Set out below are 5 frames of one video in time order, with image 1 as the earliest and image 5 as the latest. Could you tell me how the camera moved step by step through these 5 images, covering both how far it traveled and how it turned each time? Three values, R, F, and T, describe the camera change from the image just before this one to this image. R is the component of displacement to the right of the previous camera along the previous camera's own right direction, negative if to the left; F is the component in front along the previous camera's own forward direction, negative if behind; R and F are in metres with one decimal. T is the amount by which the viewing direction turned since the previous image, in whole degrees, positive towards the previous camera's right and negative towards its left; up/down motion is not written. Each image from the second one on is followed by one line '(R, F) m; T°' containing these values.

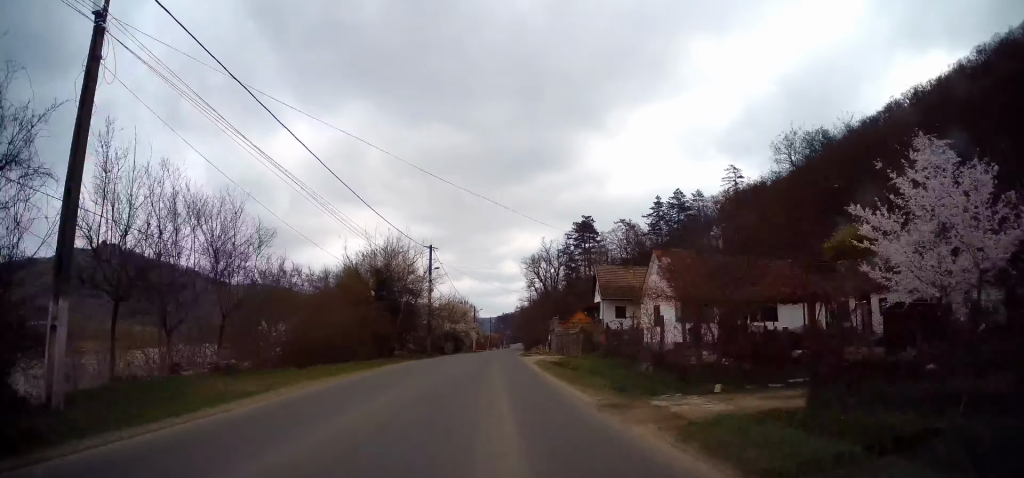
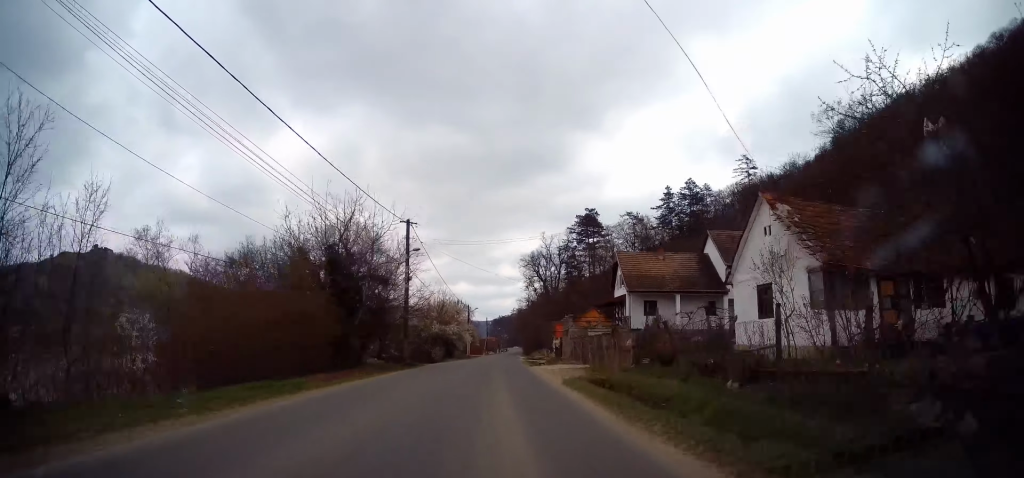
(0.0, +11.4) m; 0°
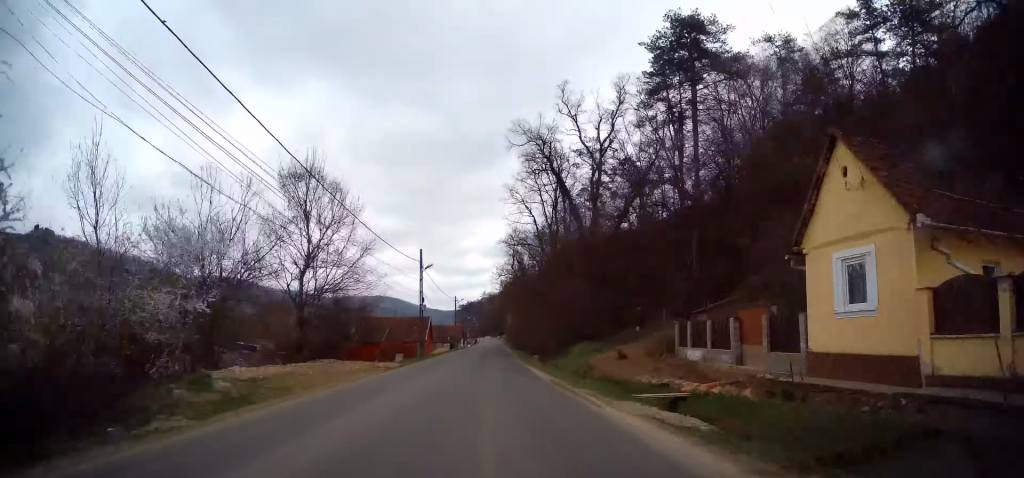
(+1.6, +79.9) m; +2°
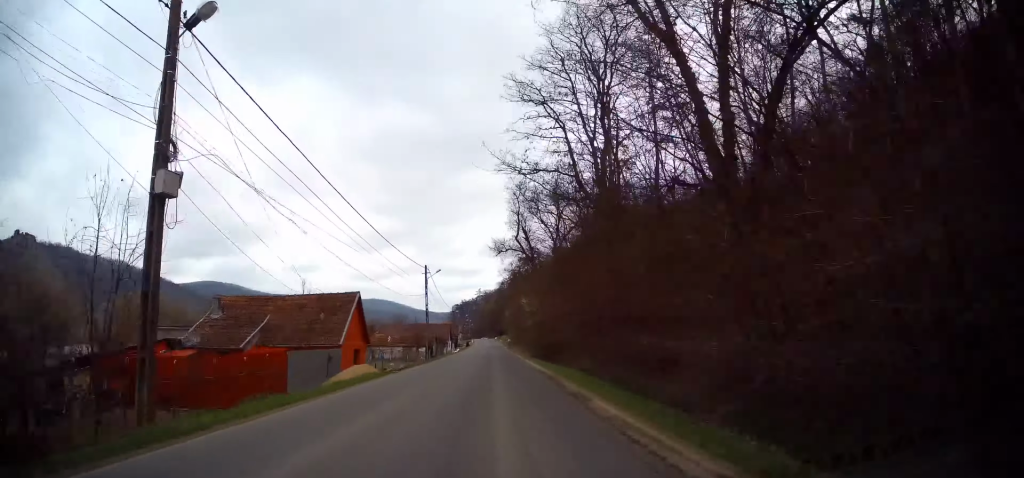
(+0.8, +34.9) m; +3°
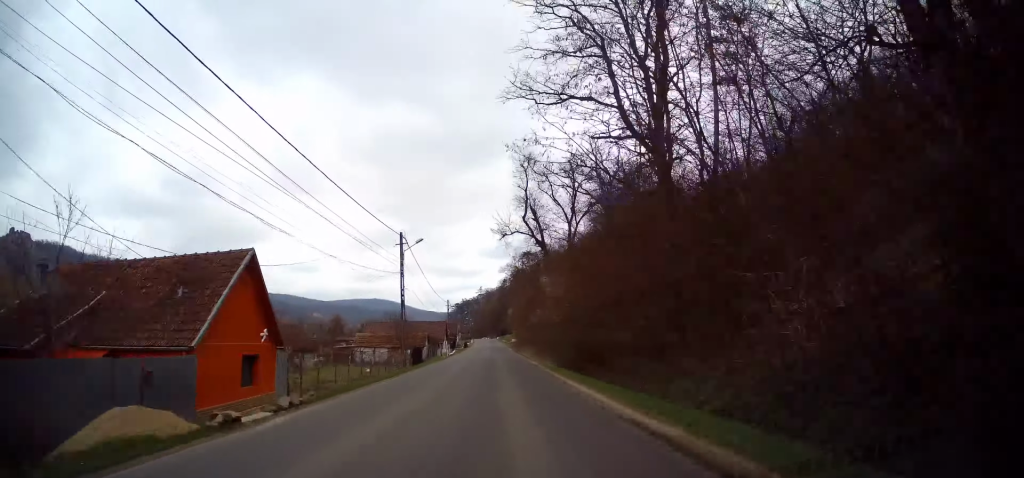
(+0.5, +14.1) m; -1°
